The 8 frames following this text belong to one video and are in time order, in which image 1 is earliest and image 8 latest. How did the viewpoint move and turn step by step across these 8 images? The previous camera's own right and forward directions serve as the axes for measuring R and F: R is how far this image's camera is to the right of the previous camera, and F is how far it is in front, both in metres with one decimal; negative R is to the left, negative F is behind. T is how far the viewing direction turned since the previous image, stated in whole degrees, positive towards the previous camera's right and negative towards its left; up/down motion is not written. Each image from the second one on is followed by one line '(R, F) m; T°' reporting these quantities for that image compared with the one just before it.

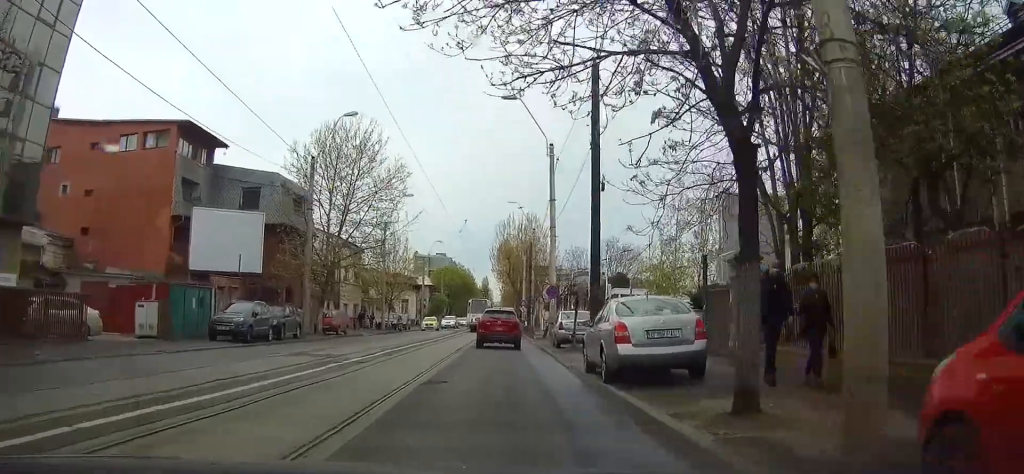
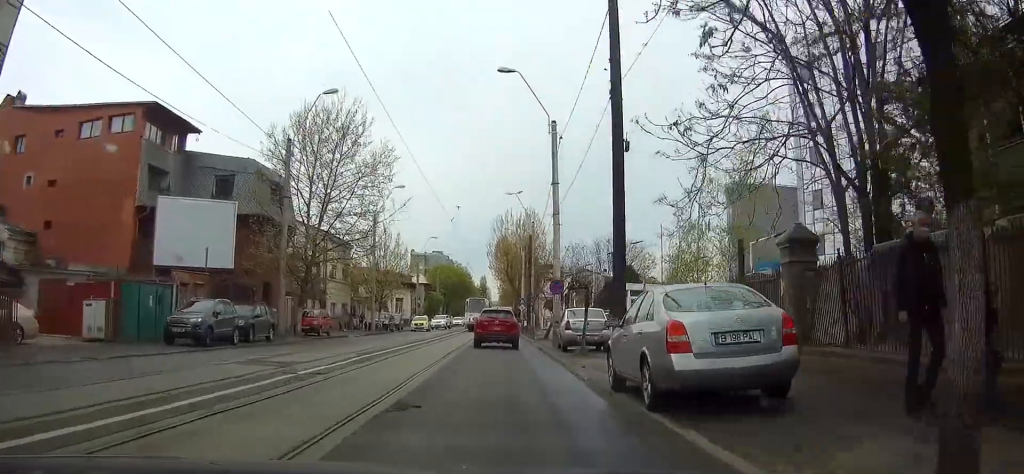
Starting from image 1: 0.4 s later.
(0.0, +3.8) m; -1°
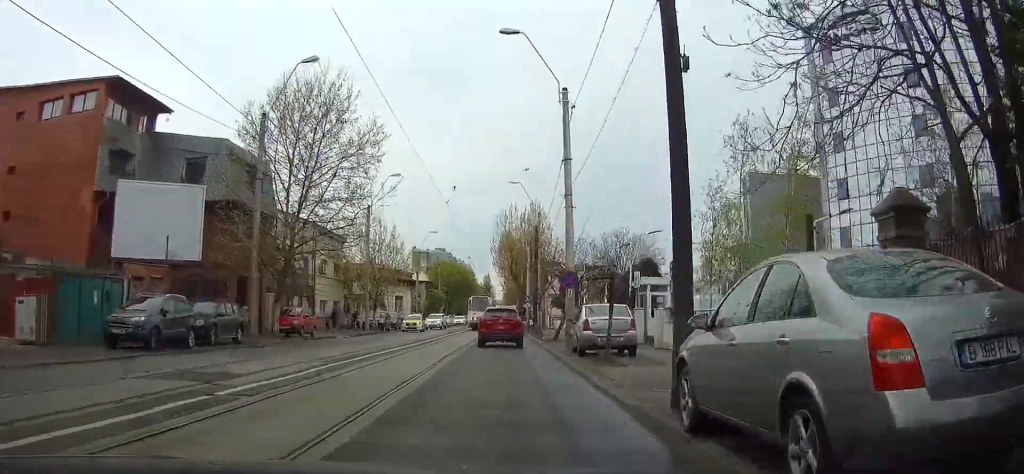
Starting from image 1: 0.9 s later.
(+0.1, +4.4) m; -1°
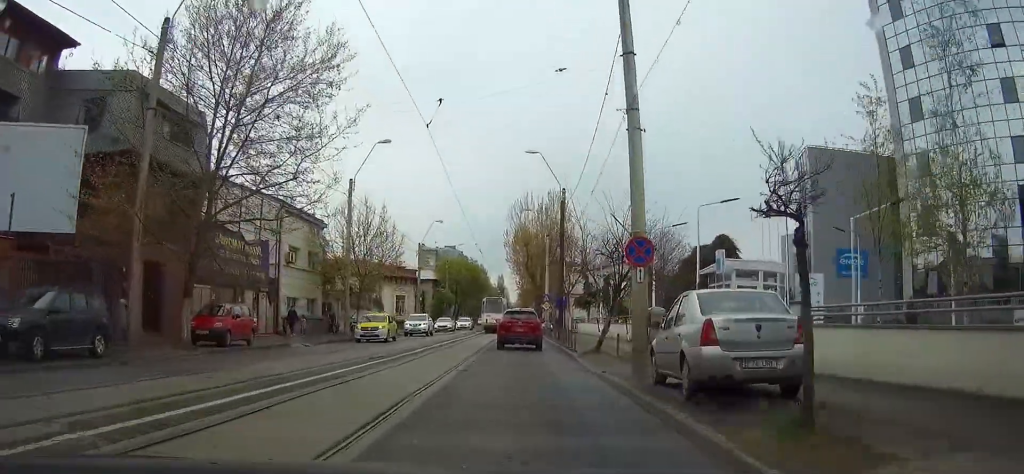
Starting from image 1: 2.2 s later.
(-0.4, +10.9) m; -1°
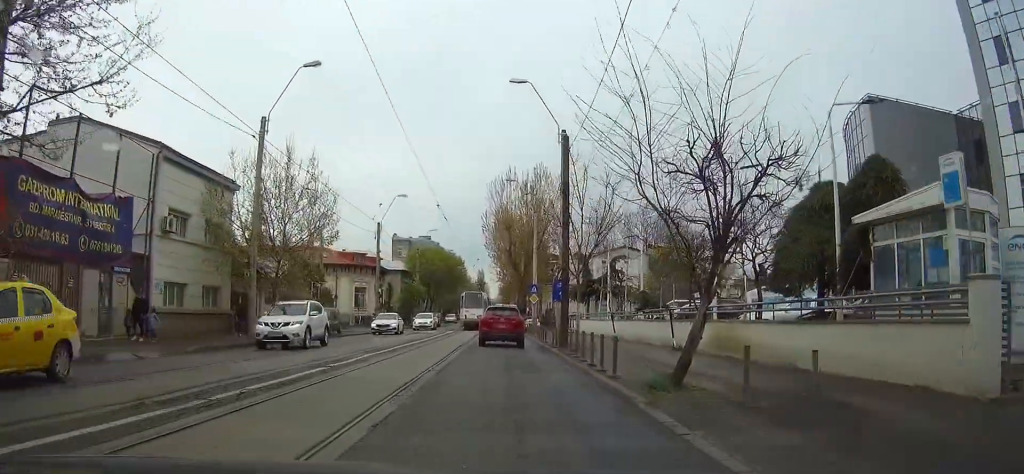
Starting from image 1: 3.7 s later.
(+0.7, +12.7) m; +5°
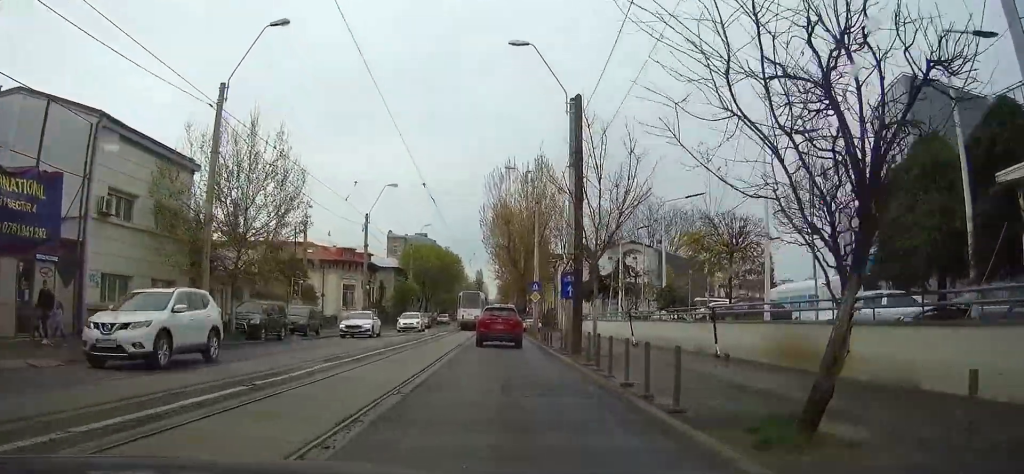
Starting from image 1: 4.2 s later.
(+0.1, +4.5) m; 0°
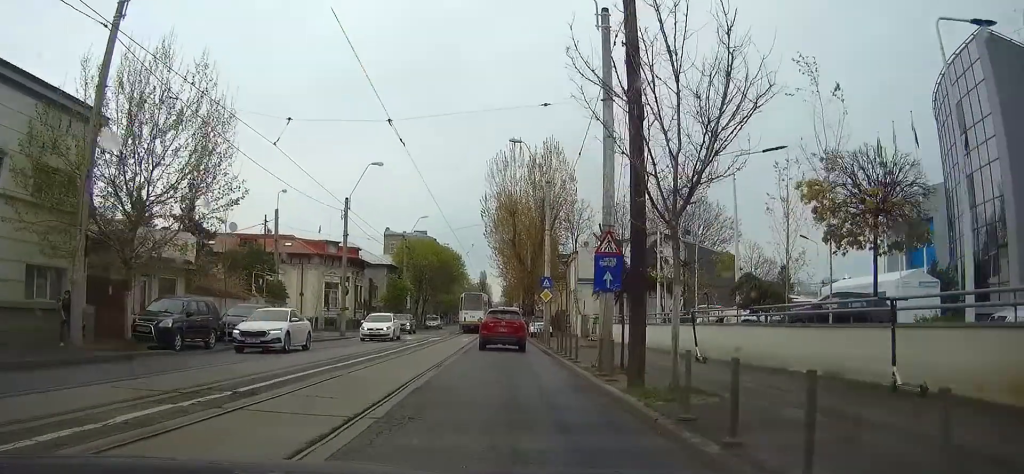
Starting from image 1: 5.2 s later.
(0.0, +8.1) m; -3°
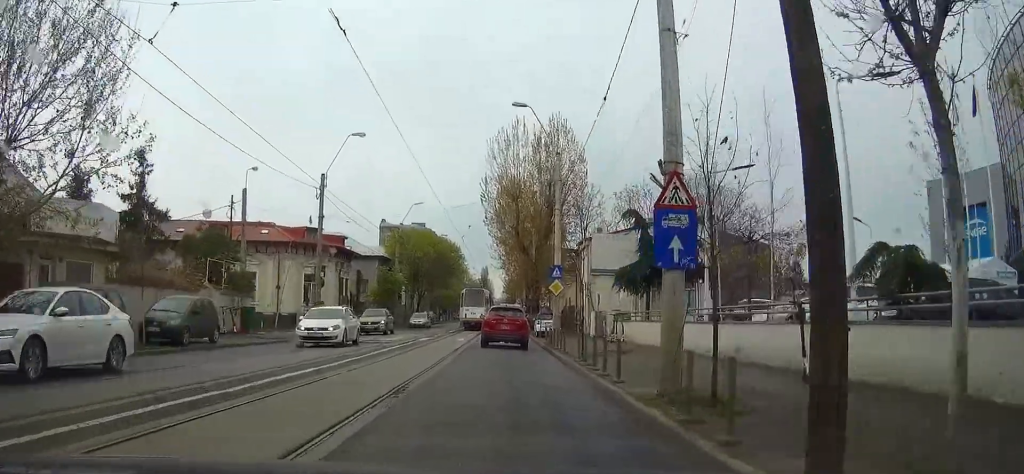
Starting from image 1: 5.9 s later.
(-0.4, +6.6) m; 0°
